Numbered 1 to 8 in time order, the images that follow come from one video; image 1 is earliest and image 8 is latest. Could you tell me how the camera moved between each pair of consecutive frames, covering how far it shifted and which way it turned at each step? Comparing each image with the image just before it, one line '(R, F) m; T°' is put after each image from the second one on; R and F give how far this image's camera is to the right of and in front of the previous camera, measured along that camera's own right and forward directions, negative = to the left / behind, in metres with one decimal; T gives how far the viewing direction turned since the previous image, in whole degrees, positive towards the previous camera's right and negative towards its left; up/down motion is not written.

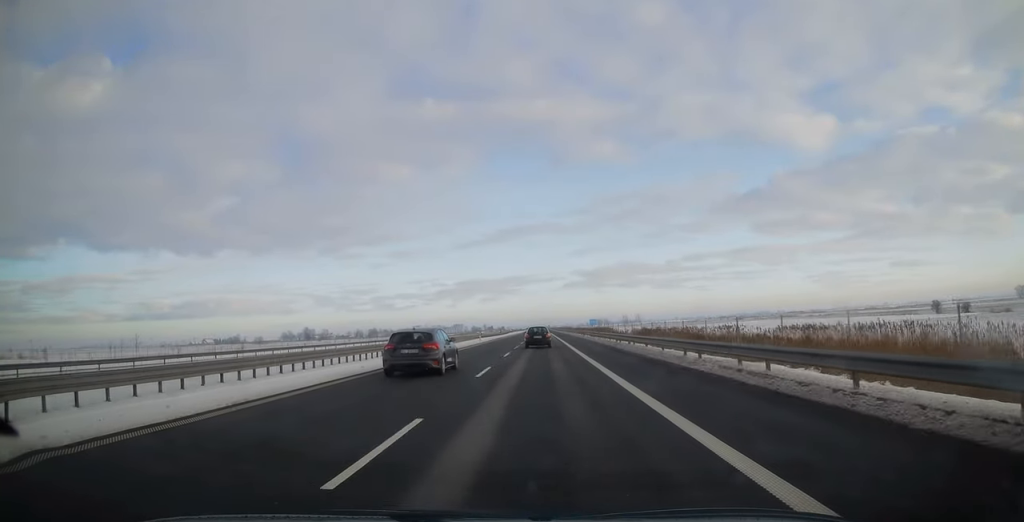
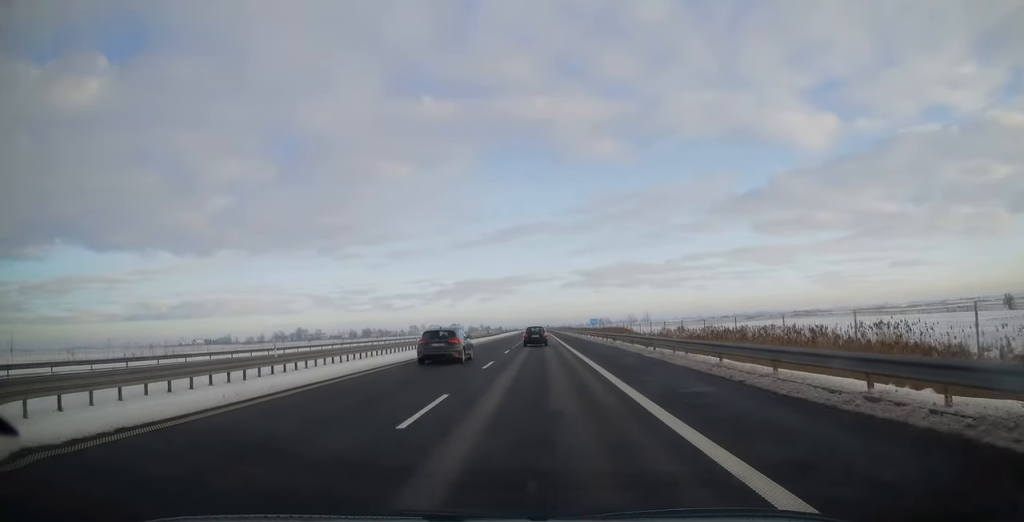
(+0.2, +32.4) m; 0°
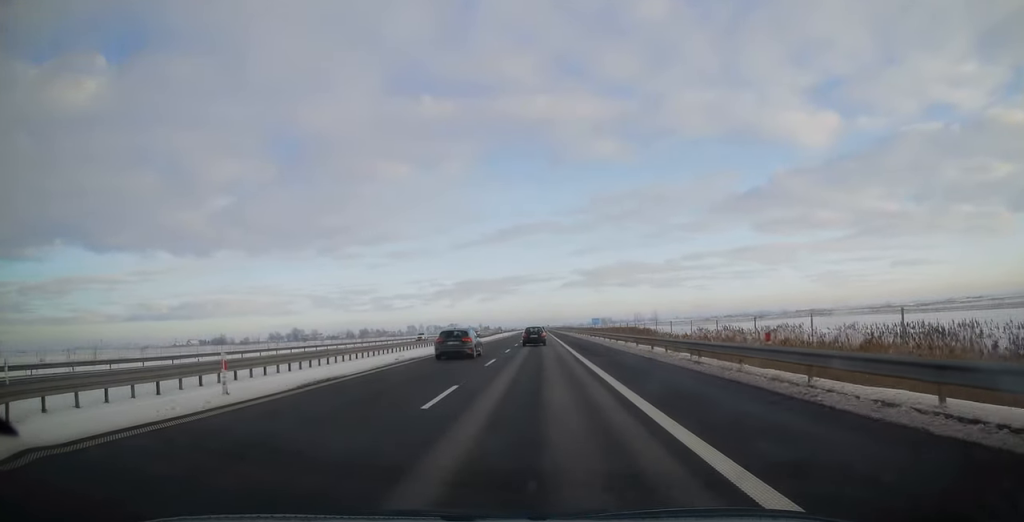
(+0.2, +21.8) m; 0°
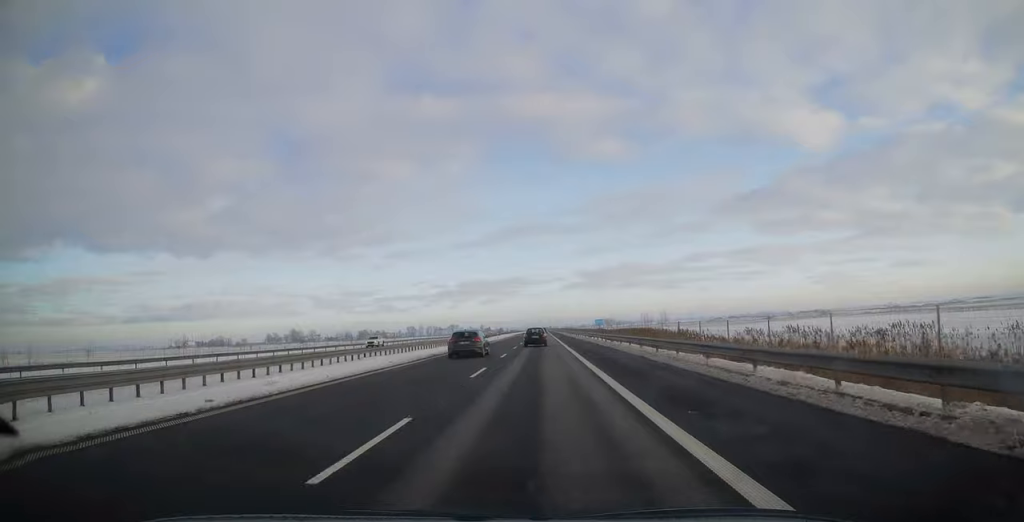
(-0.2, +17.0) m; 0°
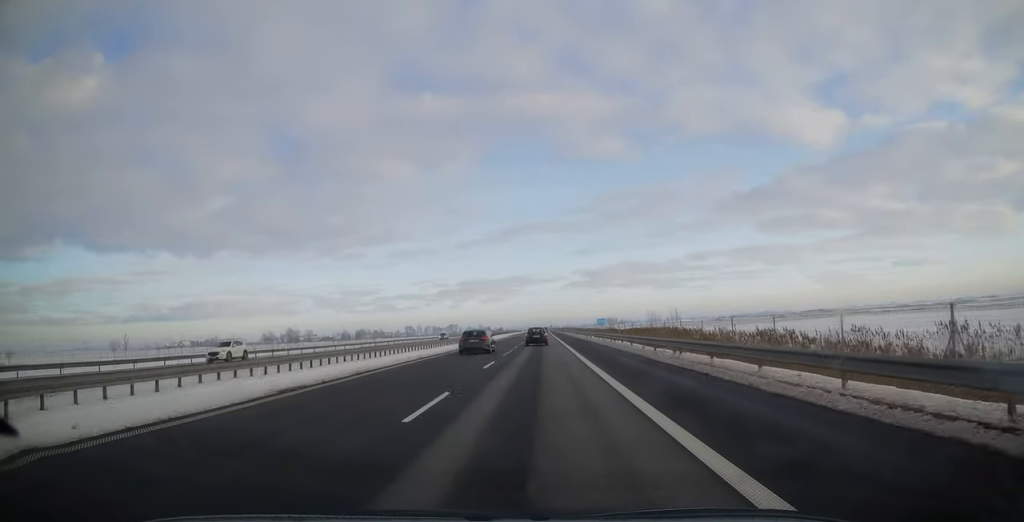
(-0.1, +20.2) m; 0°
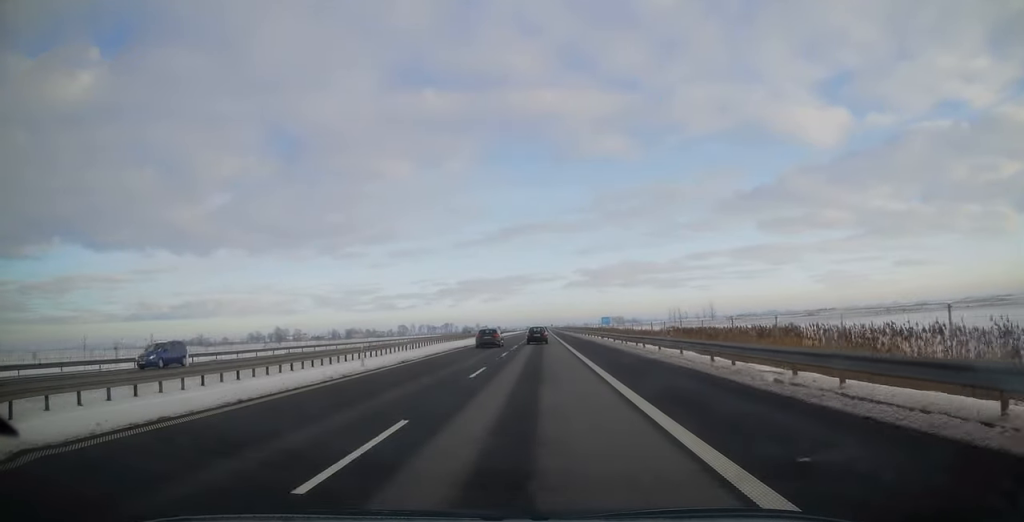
(-0.1, +51.5) m; 0°
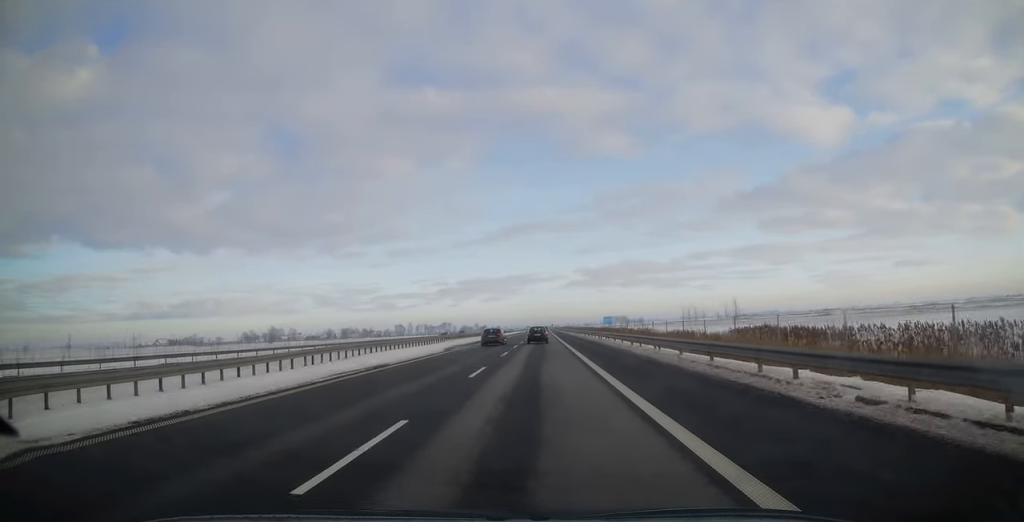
(0.0, +23.9) m; 0°
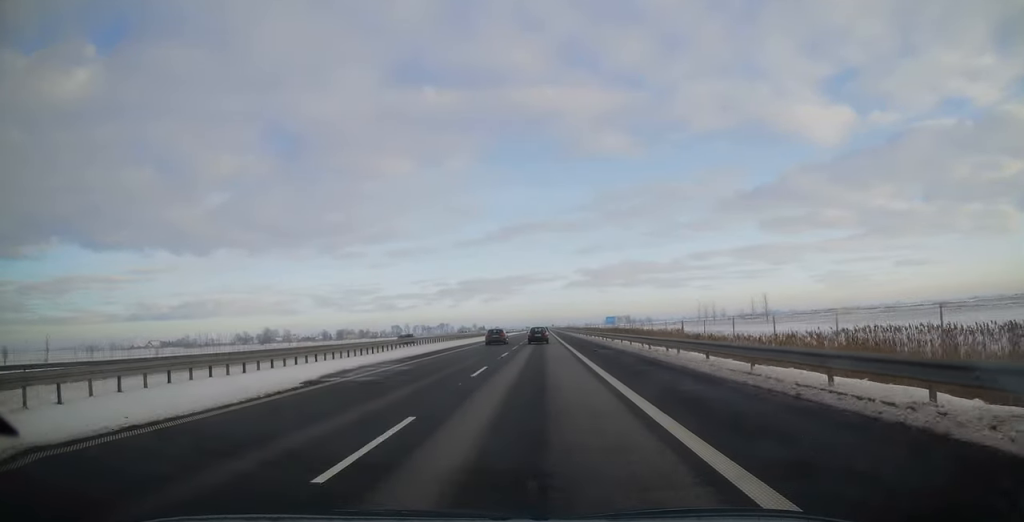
(0.0, +23.4) m; 0°
